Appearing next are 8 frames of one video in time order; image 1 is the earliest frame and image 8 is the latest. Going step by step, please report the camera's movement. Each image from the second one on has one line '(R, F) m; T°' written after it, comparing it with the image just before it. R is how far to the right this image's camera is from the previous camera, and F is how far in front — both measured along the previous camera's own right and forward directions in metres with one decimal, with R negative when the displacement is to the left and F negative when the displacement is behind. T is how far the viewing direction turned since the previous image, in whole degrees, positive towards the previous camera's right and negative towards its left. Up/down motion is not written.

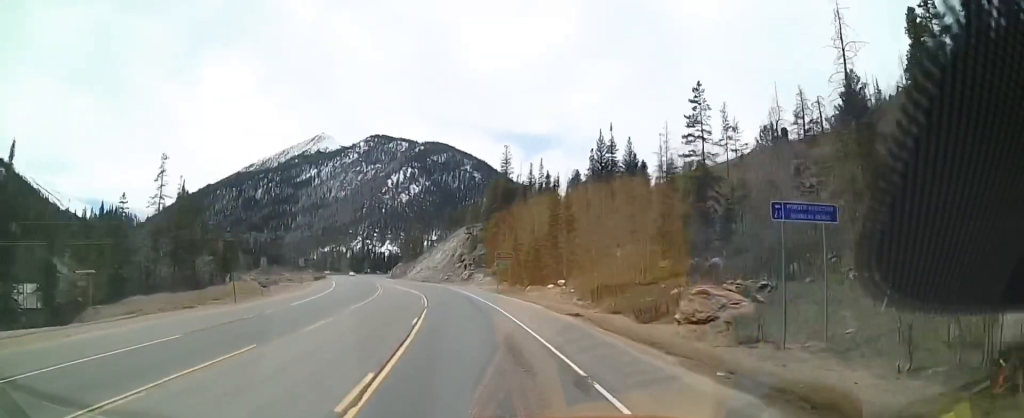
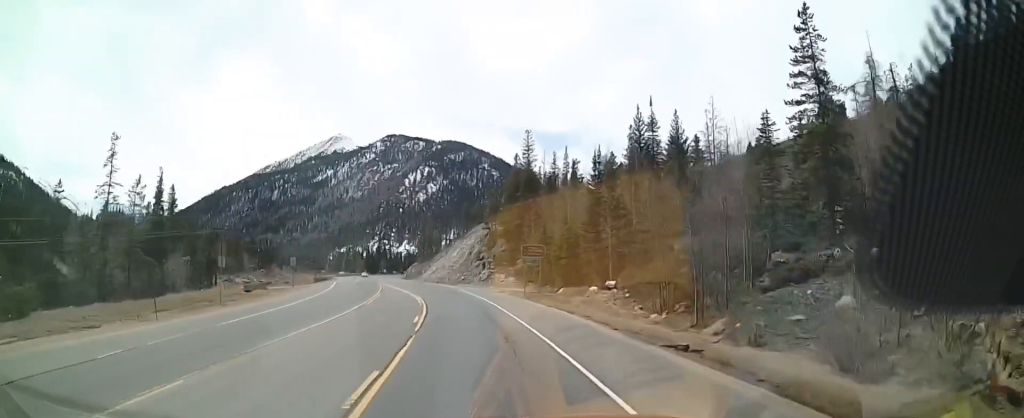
(+1.8, +12.1) m; +8°
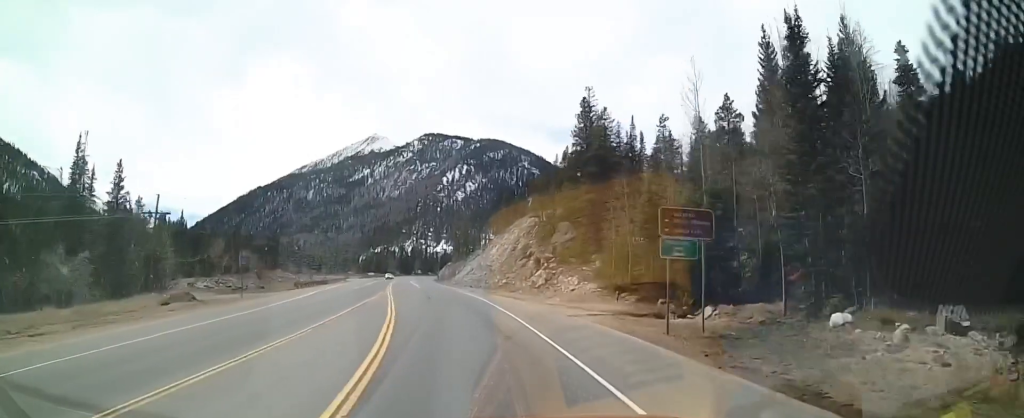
(-1.6, +26.6) m; -10°
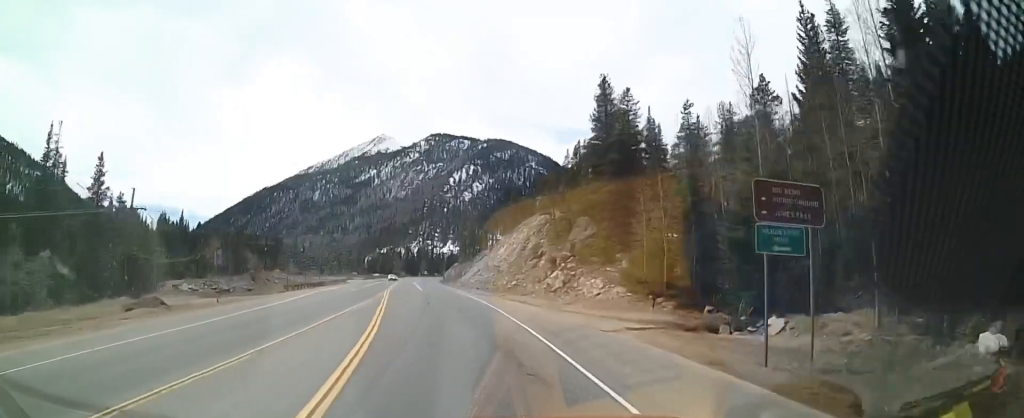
(-0.2, +6.0) m; -2°
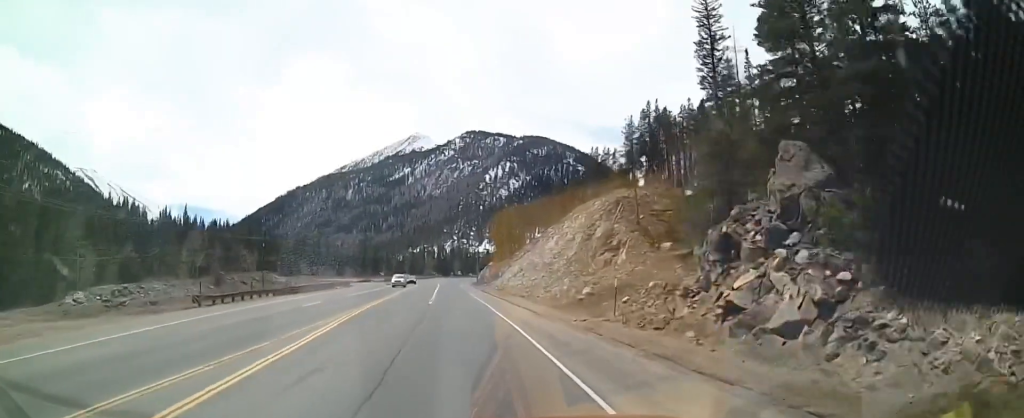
(-0.8, +27.1) m; -3°
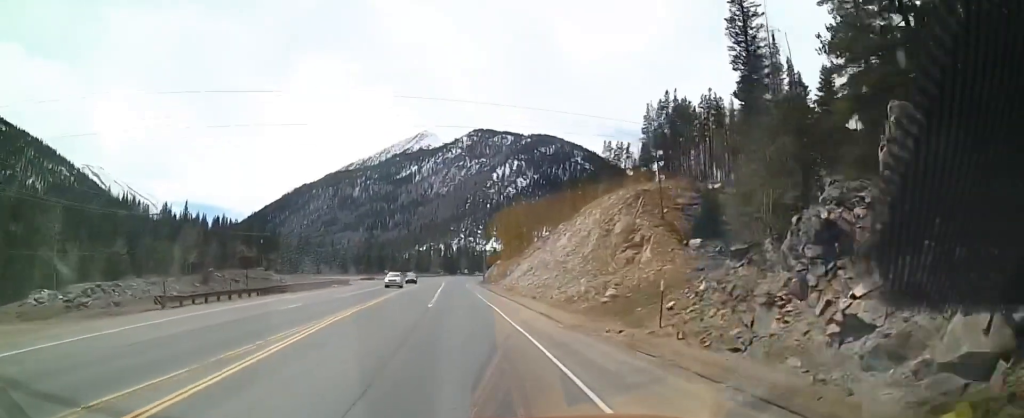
(0.0, +5.5) m; -1°
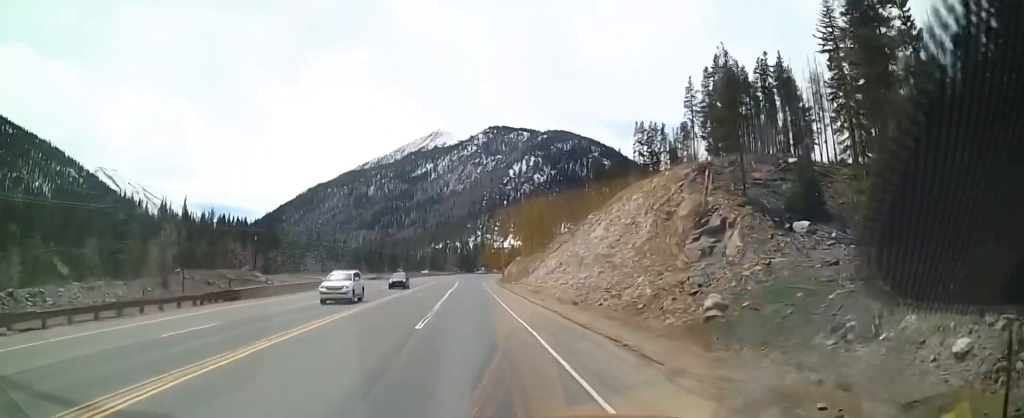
(-0.3, +13.8) m; -4°
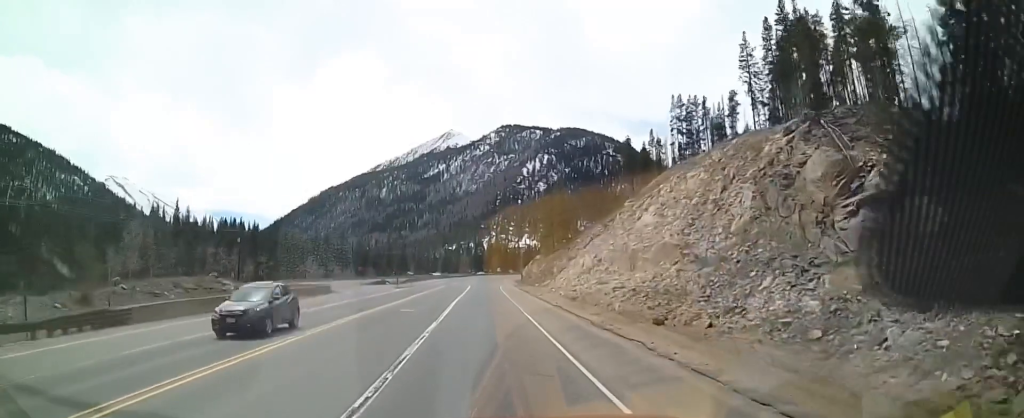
(-0.7, +15.7) m; -4°
